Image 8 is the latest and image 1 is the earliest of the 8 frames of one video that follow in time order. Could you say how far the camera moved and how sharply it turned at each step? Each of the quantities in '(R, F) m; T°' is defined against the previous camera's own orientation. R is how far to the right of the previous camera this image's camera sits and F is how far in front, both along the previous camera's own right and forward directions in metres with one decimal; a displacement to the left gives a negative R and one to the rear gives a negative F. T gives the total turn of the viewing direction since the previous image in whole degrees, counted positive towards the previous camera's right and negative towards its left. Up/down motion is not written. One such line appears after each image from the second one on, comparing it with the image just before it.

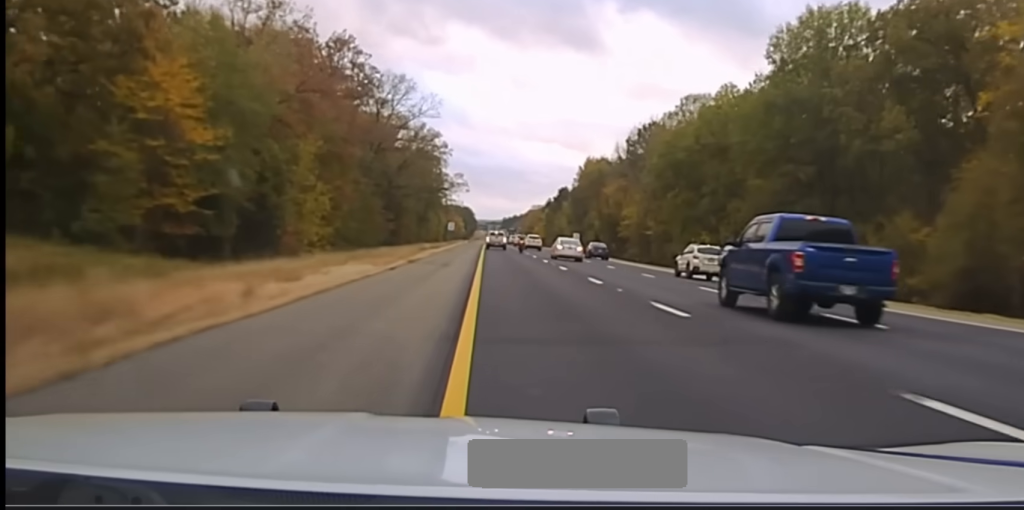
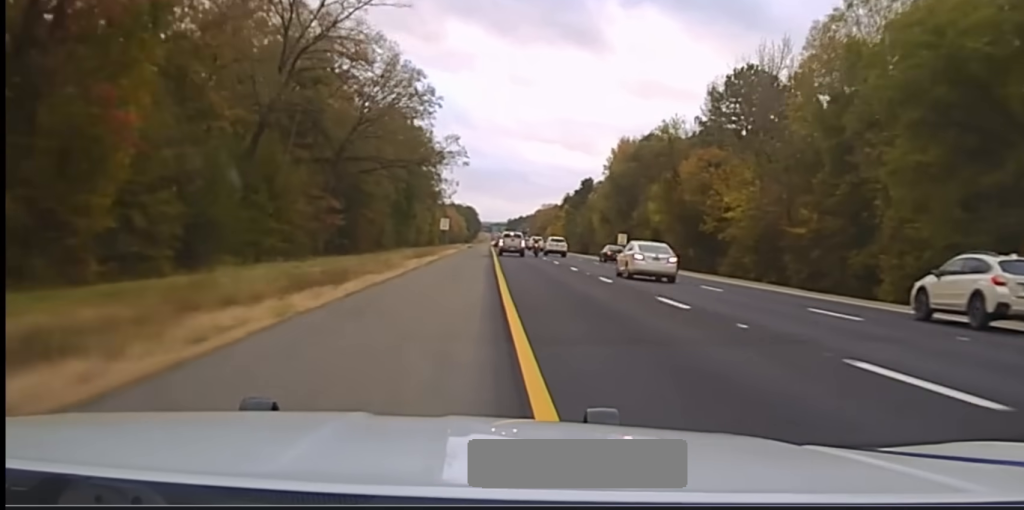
(+0.1, +53.7) m; 0°
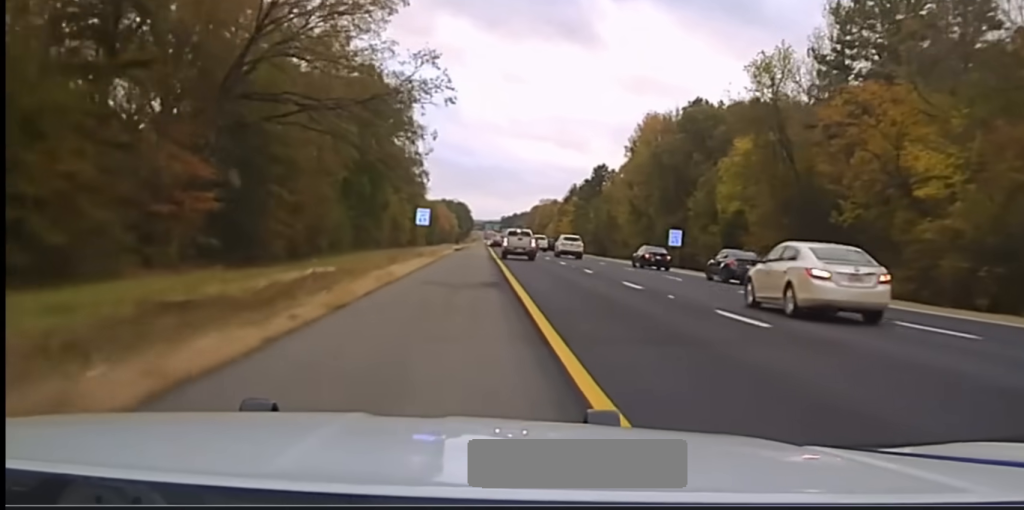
(+0.1, +36.3) m; 0°
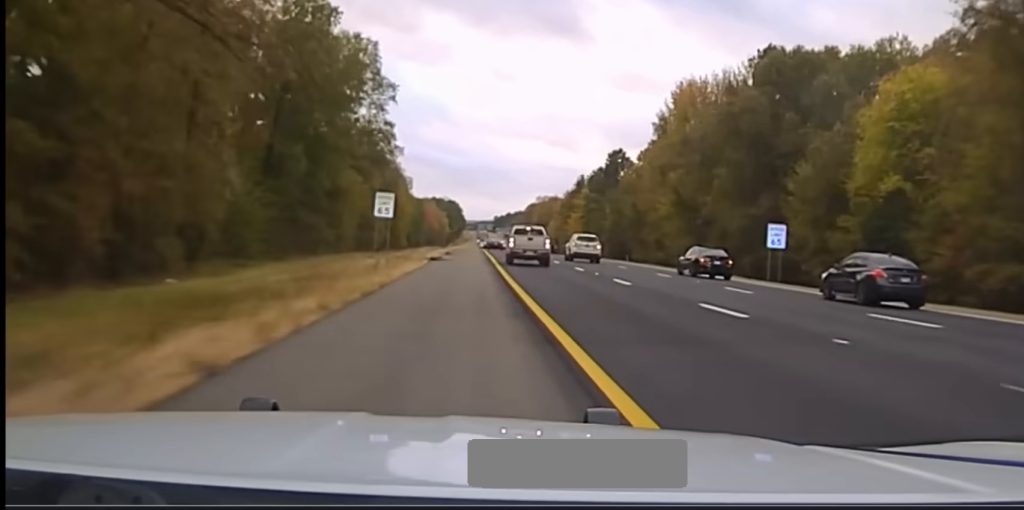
(0.0, +33.2) m; 0°
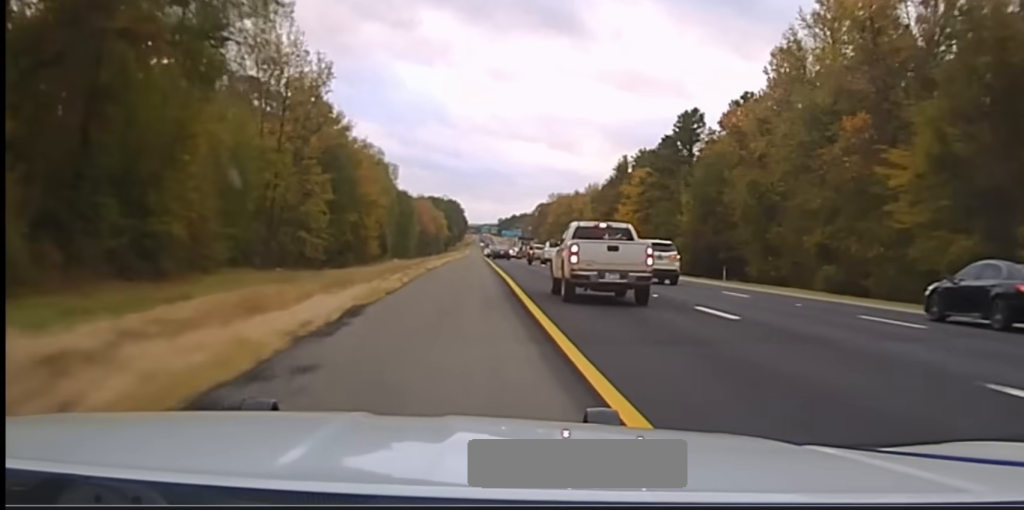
(0.0, +65.5) m; 0°
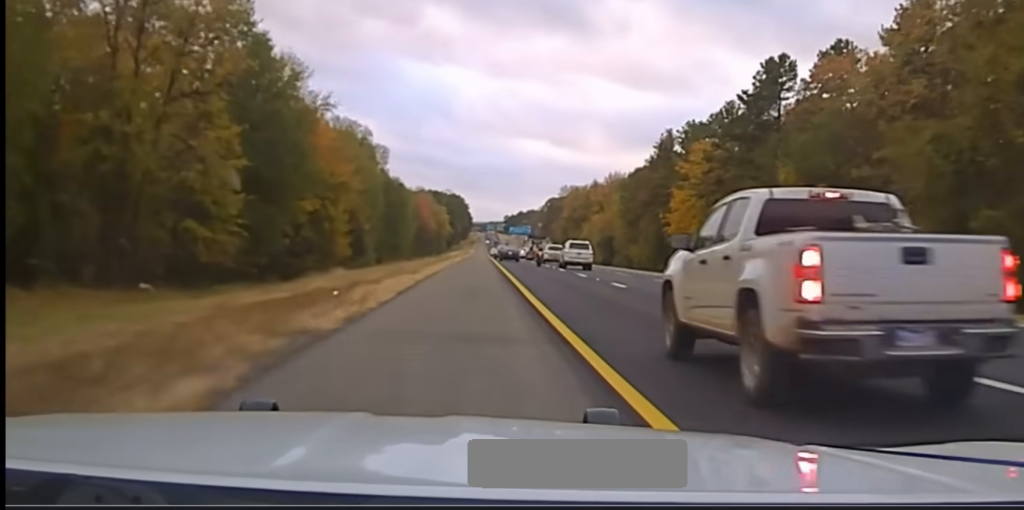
(+0.1, +35.9) m; 0°
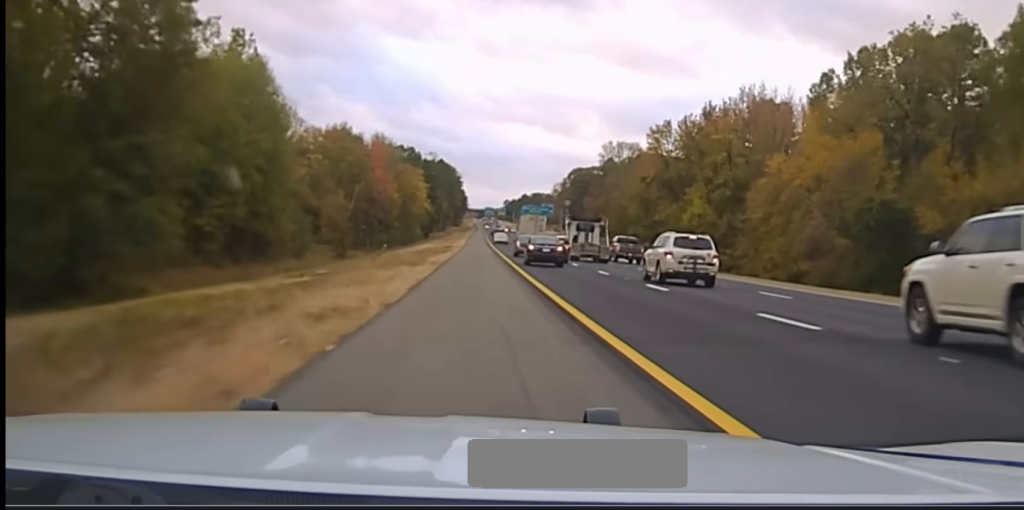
(0.0, +122.6) m; +1°
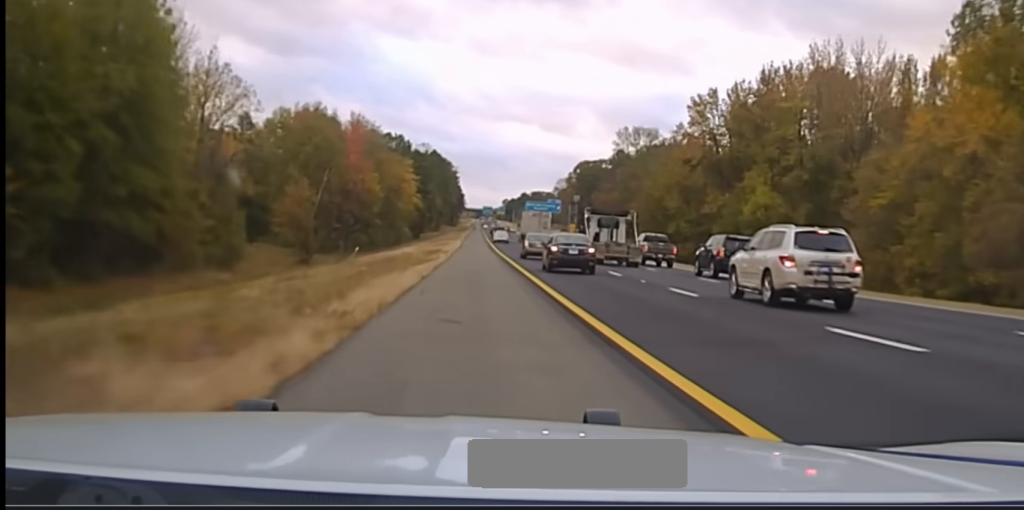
(0.0, +27.5) m; 0°
